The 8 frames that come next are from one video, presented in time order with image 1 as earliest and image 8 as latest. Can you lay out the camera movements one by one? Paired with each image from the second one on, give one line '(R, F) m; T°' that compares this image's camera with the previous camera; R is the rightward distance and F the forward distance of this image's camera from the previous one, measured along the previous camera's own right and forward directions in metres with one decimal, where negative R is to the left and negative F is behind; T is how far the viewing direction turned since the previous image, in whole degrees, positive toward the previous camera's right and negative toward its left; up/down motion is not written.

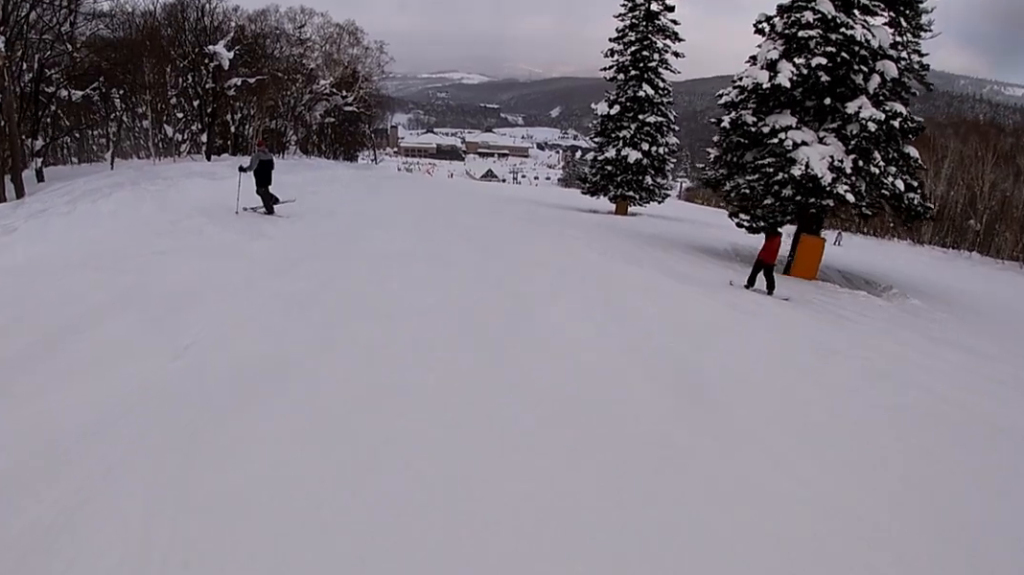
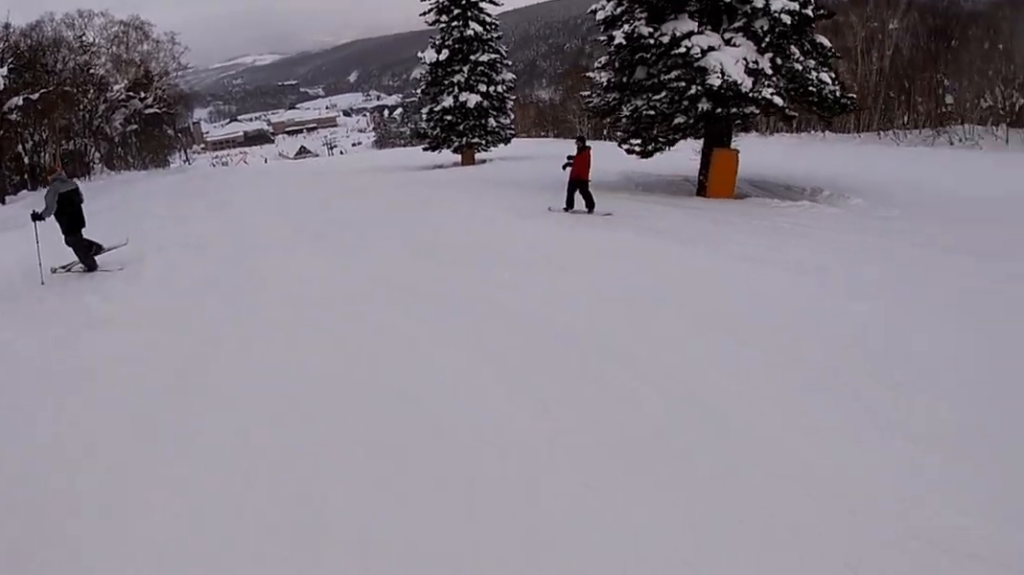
(-0.4, +4.6) m; +2°
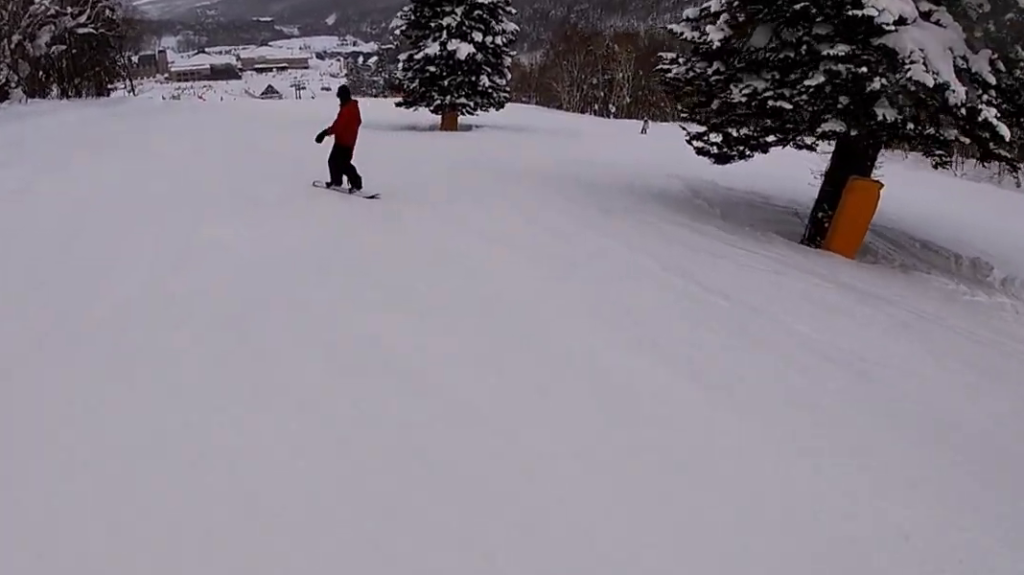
(+0.7, +8.4) m; -2°
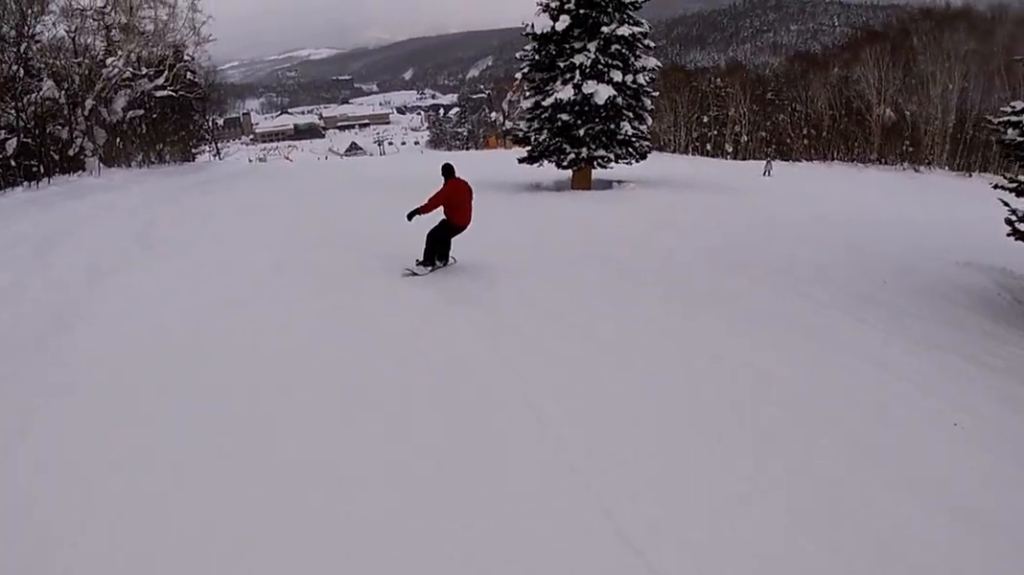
(-0.4, +6.2) m; -4°
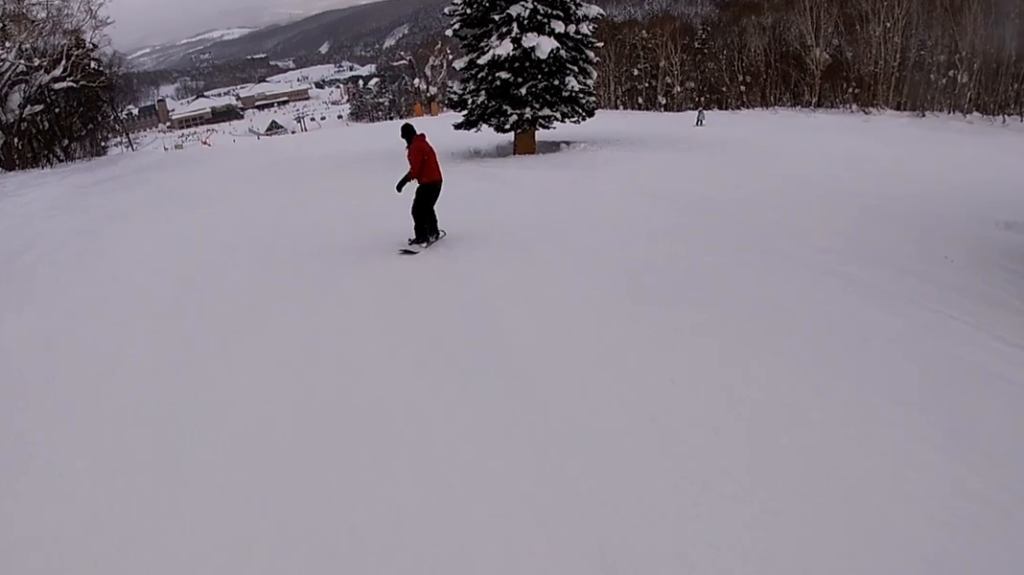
(0.0, +2.9) m; 0°
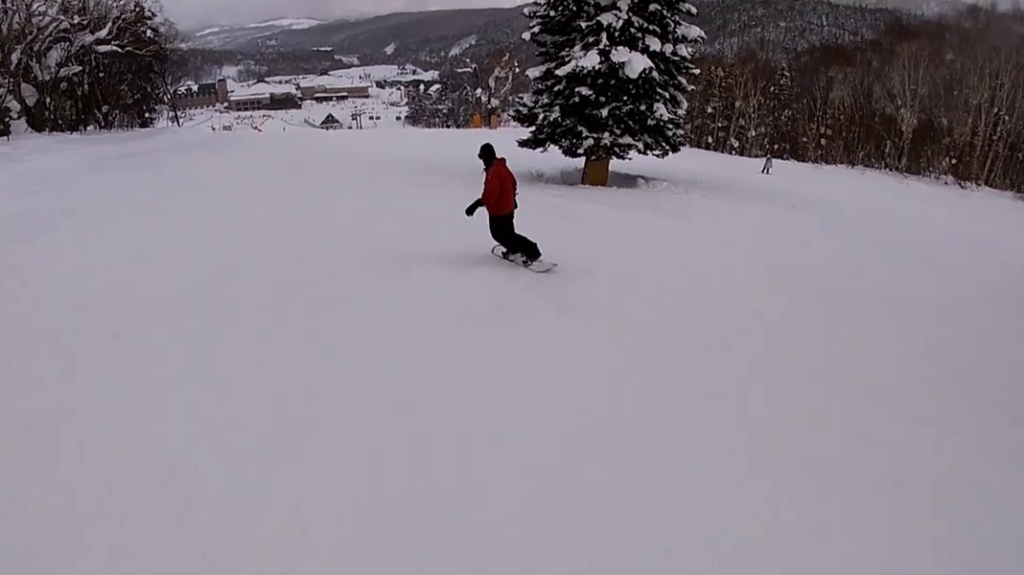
(-0.3, +3.0) m; 0°
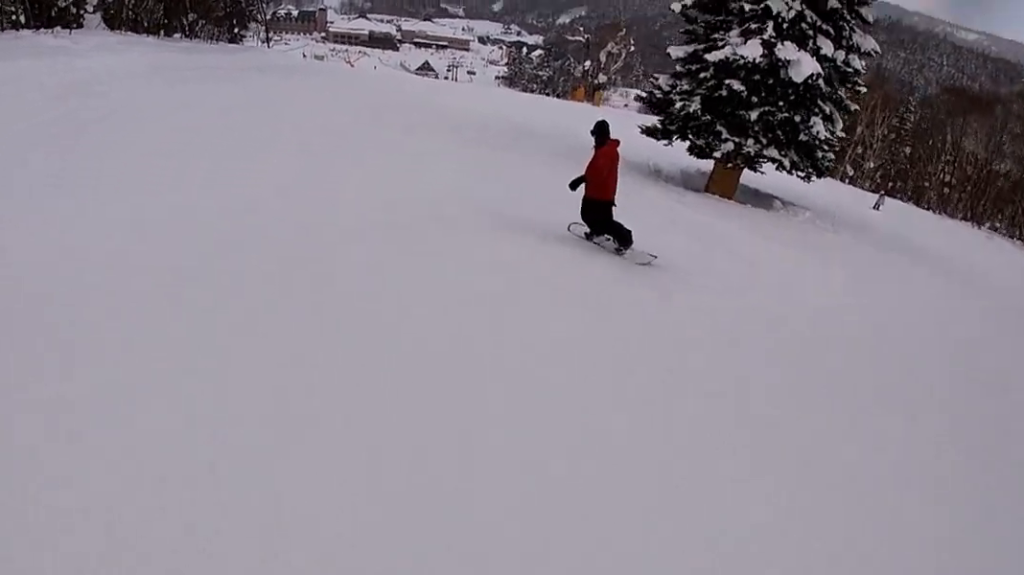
(+0.2, +3.1) m; -5°
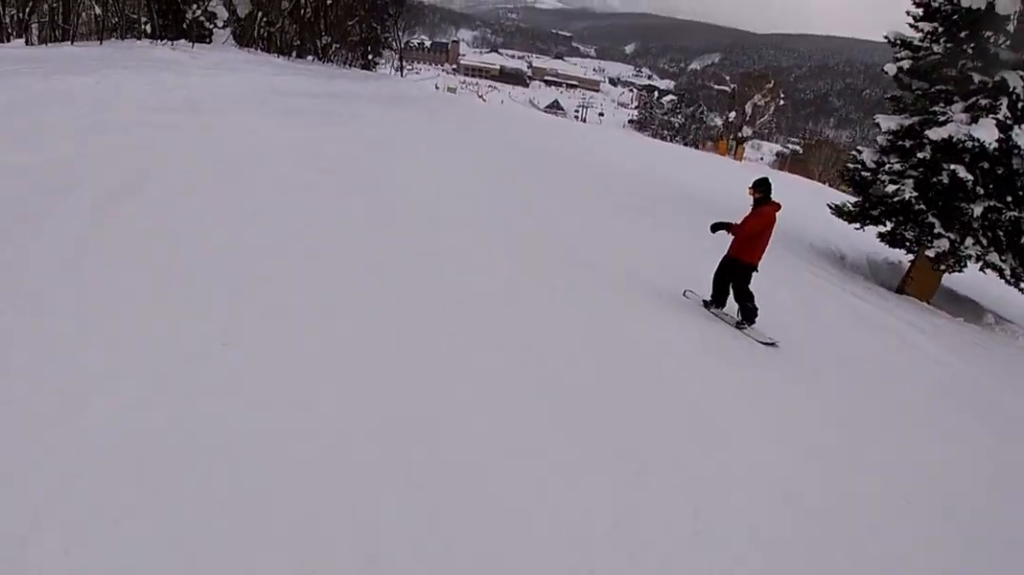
(+0.5, +3.4) m; -7°
